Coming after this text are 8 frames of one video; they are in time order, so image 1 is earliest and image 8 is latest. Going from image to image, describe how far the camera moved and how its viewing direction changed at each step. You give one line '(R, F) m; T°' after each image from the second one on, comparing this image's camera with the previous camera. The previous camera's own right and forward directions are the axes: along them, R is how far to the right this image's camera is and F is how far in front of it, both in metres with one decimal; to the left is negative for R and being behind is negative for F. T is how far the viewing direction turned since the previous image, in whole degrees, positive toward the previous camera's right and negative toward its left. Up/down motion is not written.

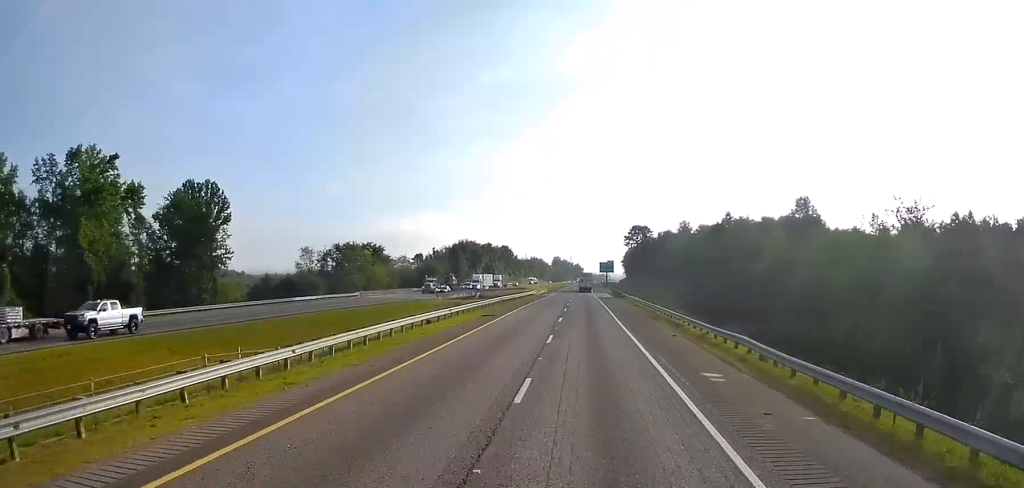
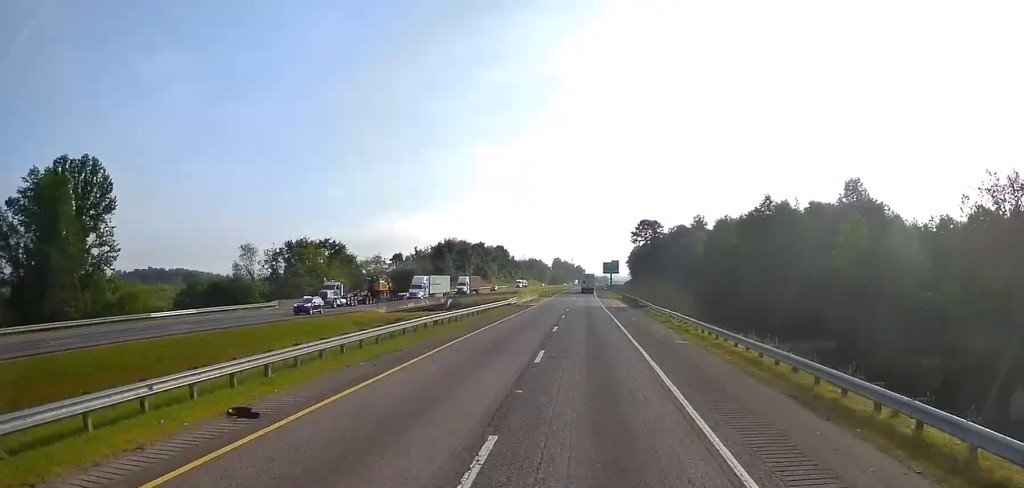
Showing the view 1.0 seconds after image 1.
(-0.1, +30.3) m; -1°
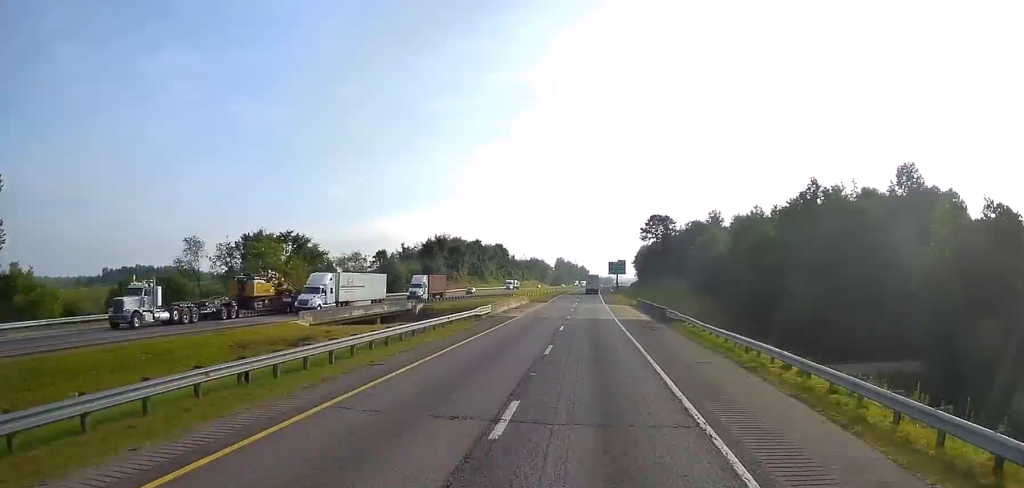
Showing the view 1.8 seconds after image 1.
(-0.2, +21.4) m; 0°
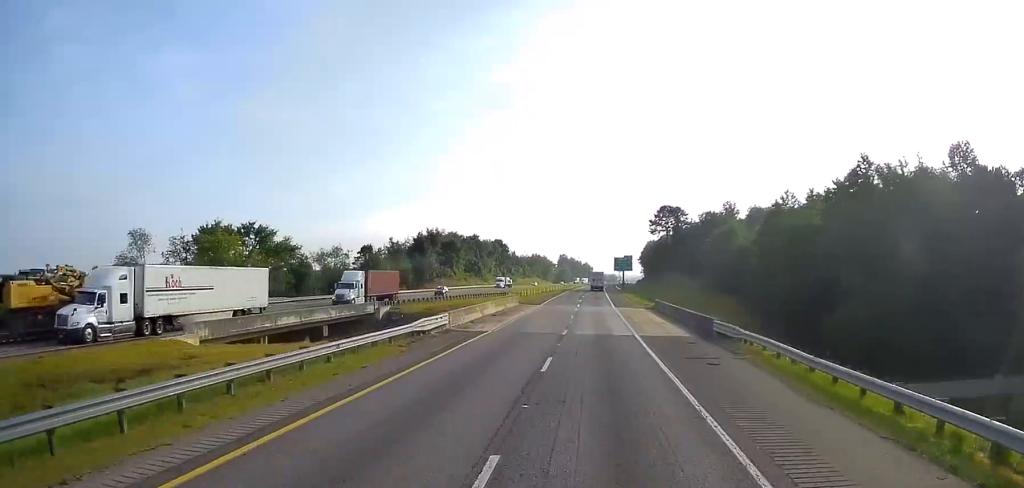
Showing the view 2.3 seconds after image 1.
(-0.1, +16.5) m; 0°
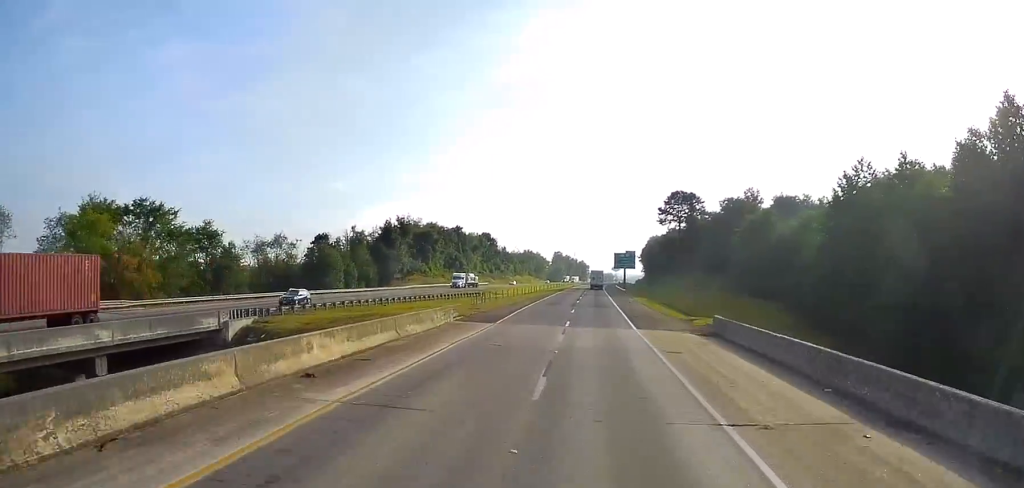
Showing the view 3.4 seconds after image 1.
(+0.3, +29.7) m; +1°
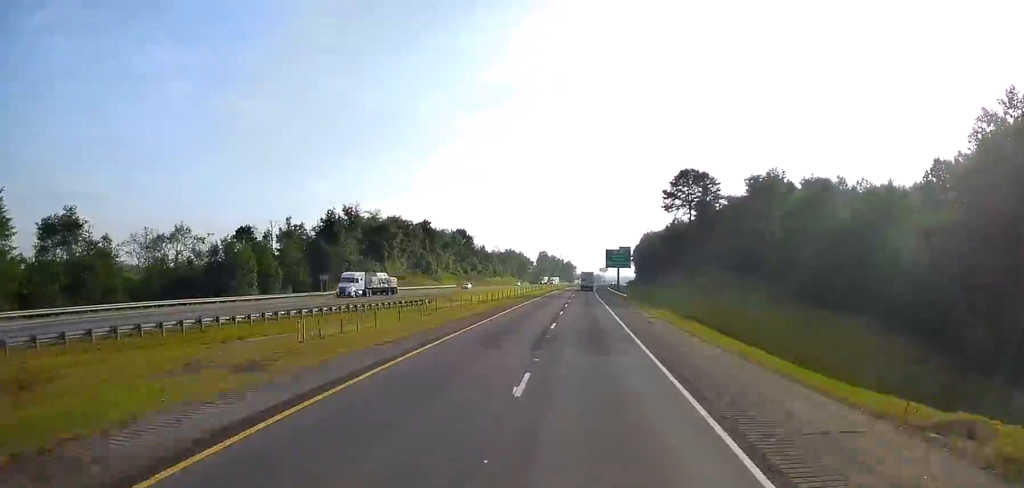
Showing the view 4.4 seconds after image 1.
(0.0, +31.6) m; 0°
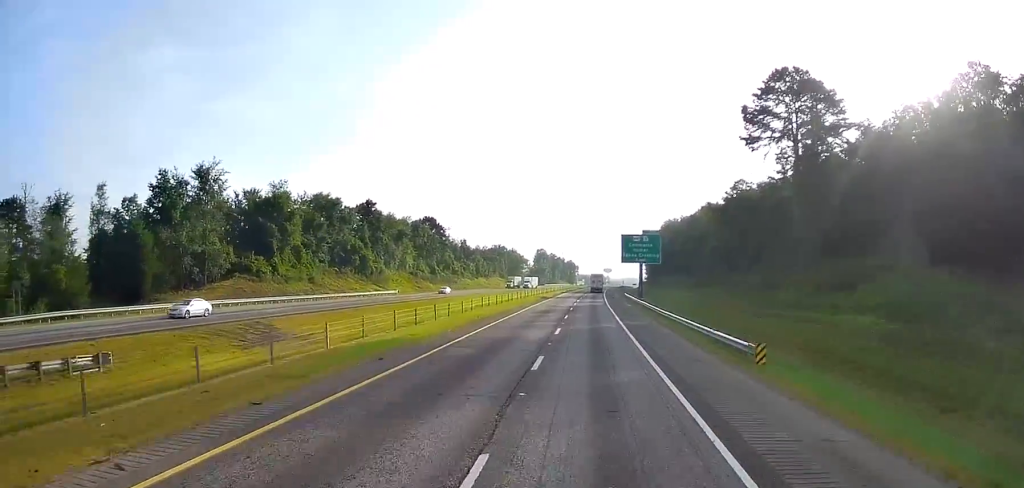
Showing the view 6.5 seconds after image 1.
(+0.5, +61.0) m; 0°
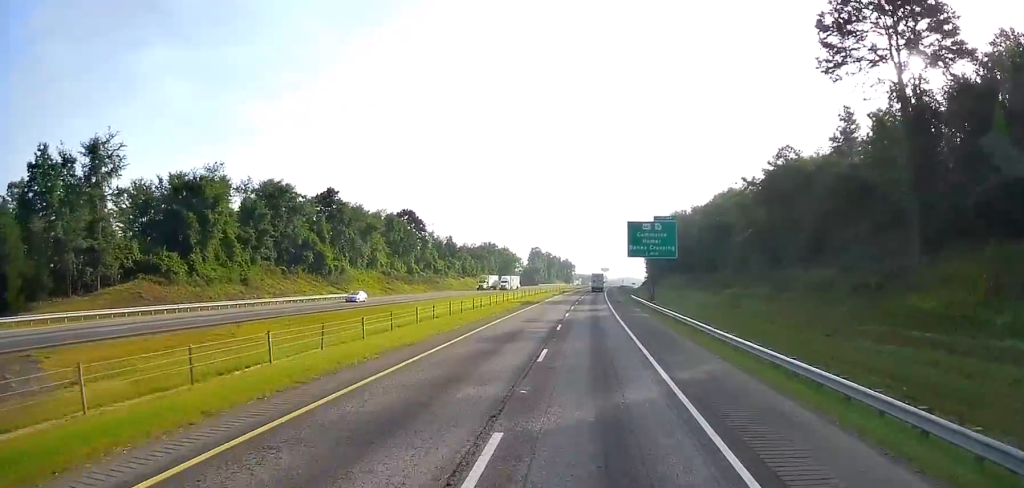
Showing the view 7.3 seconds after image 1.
(-0.3, +22.9) m; 0°
